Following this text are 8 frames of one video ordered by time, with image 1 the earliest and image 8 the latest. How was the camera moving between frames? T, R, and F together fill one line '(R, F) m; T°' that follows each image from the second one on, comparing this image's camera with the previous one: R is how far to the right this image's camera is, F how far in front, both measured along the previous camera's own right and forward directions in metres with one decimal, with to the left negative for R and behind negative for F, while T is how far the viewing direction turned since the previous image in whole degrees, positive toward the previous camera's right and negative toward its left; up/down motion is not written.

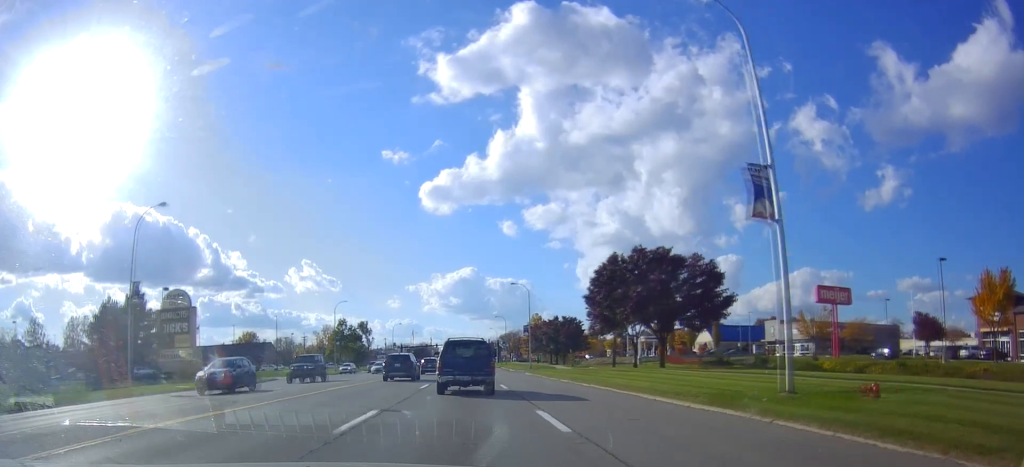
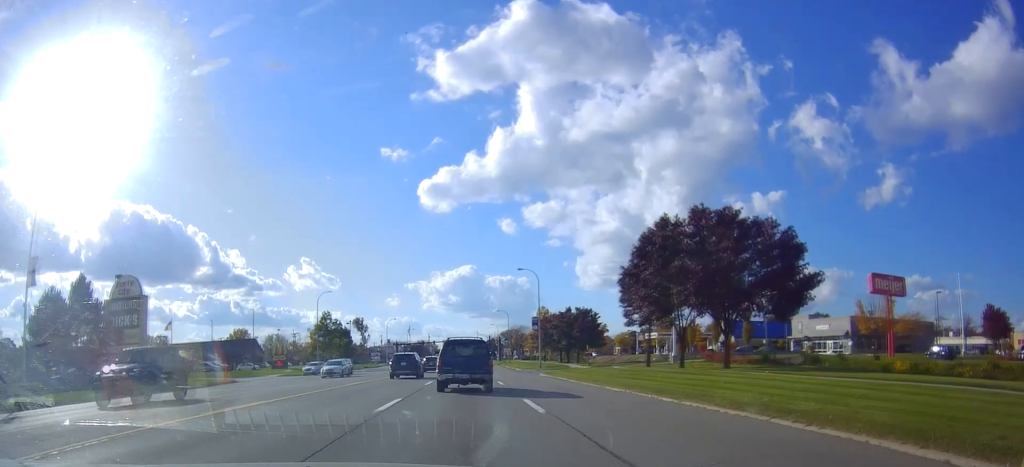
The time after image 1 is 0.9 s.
(+0.3, +12.0) m; +2°
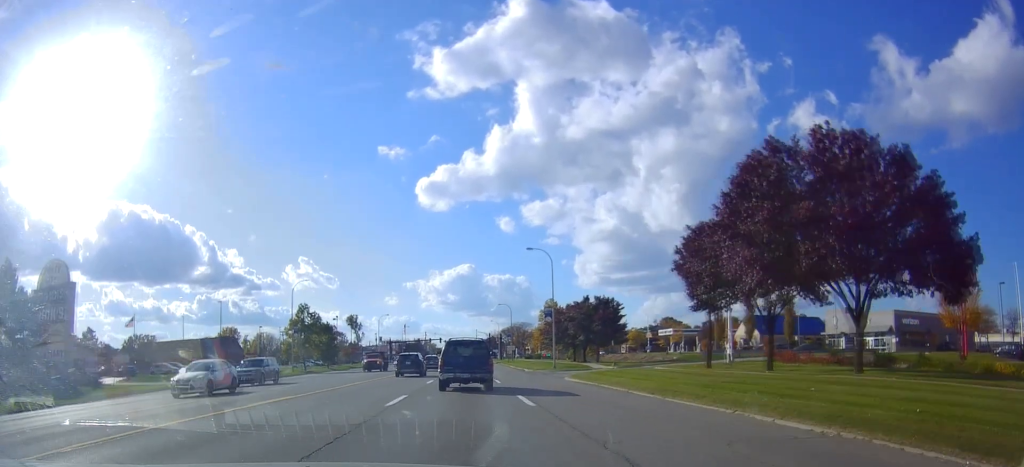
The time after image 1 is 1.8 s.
(+0.2, +12.9) m; +1°
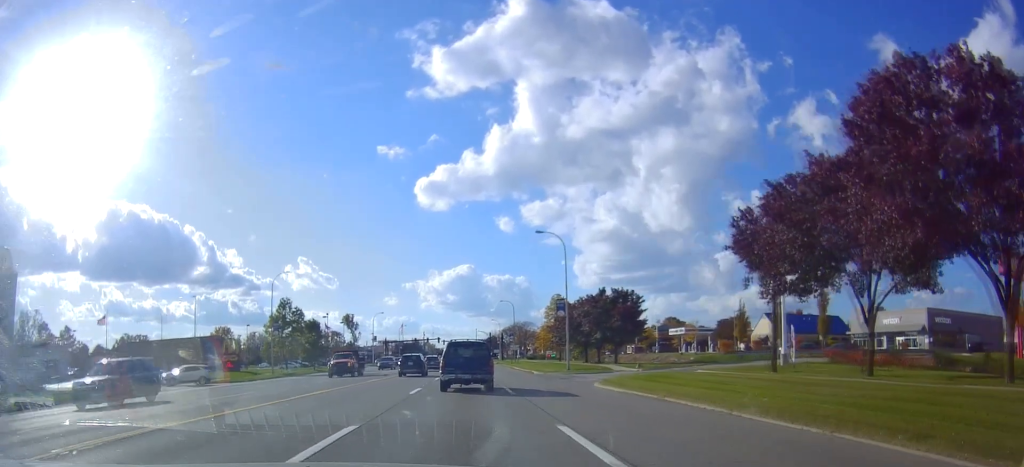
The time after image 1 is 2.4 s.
(0.0, +8.3) m; 0°
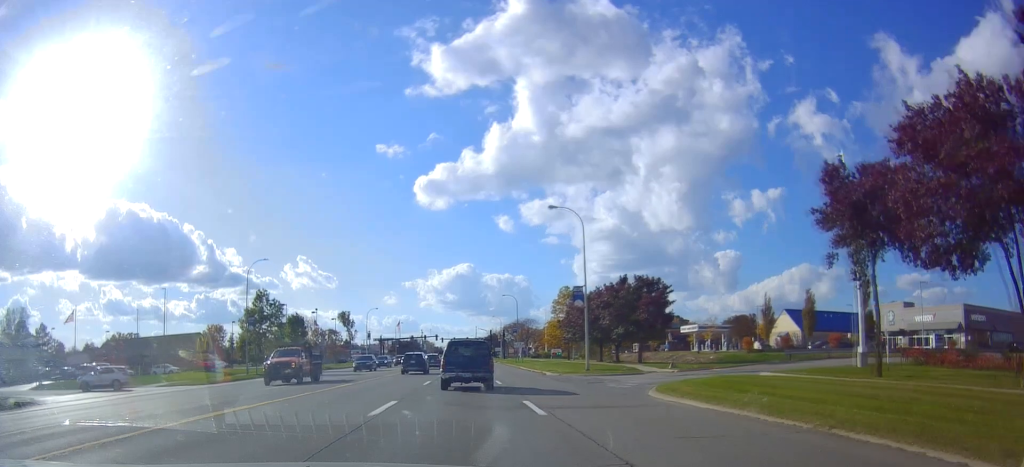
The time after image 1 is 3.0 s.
(+0.1, +8.5) m; -1°
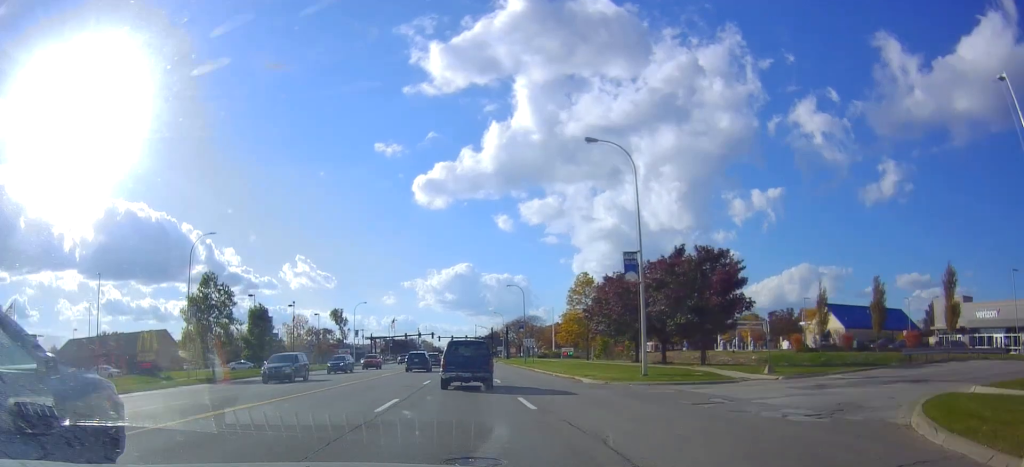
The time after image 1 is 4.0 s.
(-0.4, +14.2) m; 0°
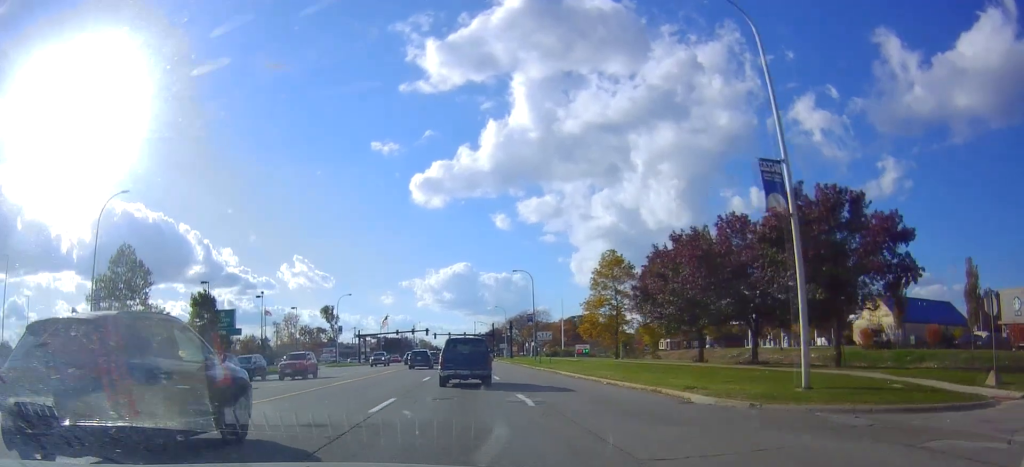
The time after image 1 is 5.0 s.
(+0.4, +14.8) m; 0°
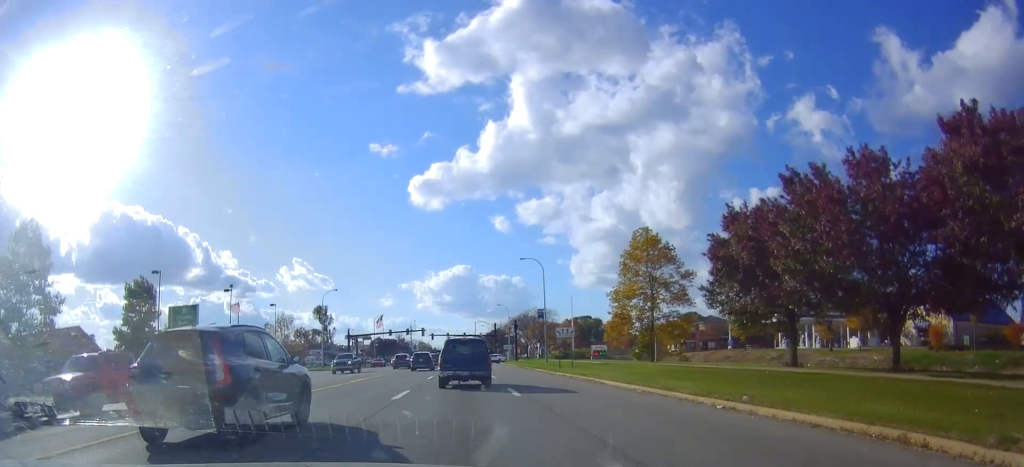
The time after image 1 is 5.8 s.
(-0.3, +11.6) m; -1°
